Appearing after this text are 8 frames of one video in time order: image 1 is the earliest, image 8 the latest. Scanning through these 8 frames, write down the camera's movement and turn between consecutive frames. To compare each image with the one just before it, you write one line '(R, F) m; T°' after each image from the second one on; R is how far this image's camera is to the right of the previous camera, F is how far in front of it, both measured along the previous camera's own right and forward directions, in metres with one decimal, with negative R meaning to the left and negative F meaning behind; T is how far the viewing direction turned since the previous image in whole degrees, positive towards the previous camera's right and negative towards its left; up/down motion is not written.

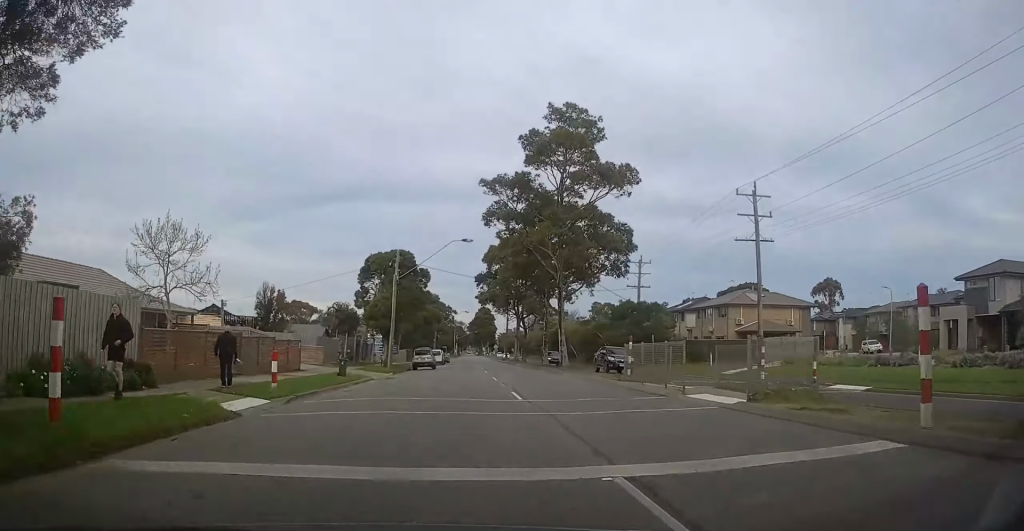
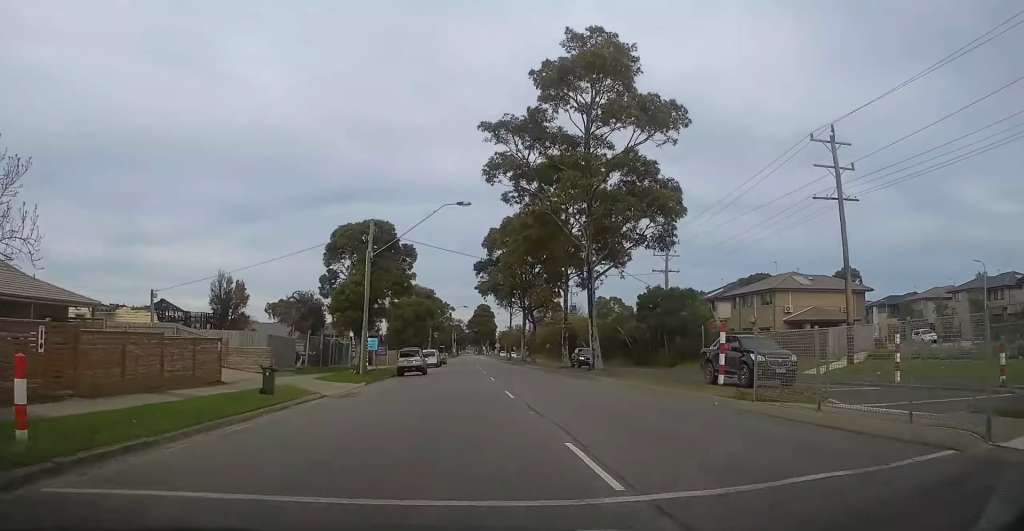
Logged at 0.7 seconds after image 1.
(-0.2, +10.9) m; +1°
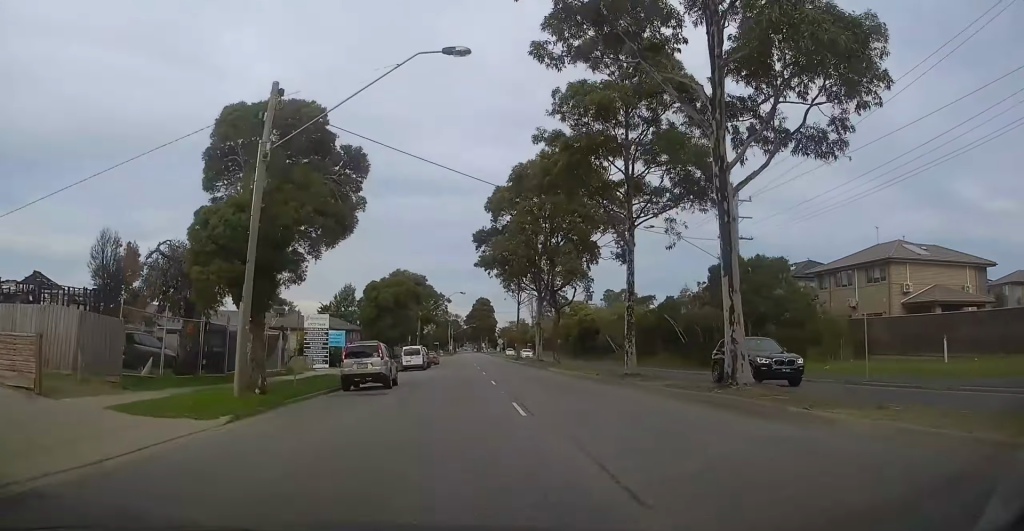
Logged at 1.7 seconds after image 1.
(+0.7, +17.5) m; +1°
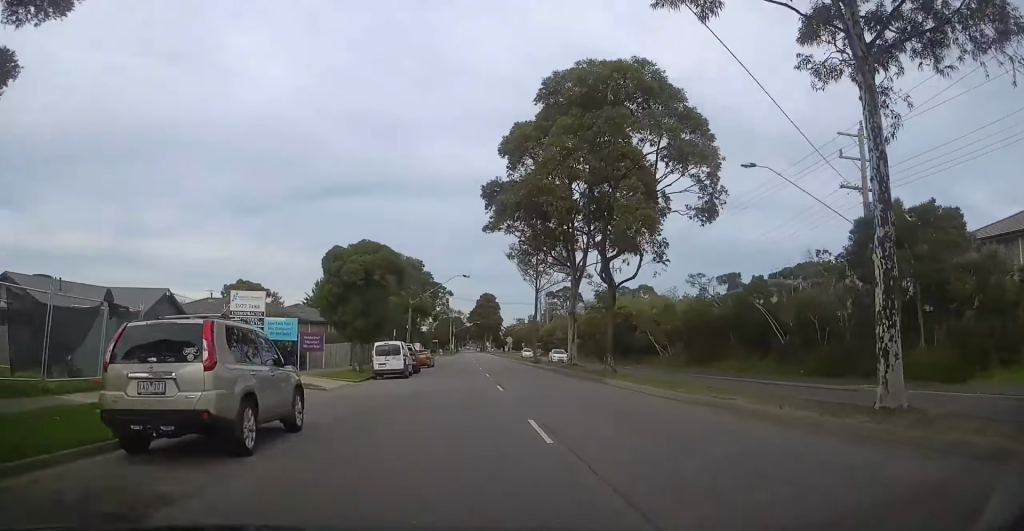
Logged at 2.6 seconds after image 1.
(-0.3, +15.5) m; -3°
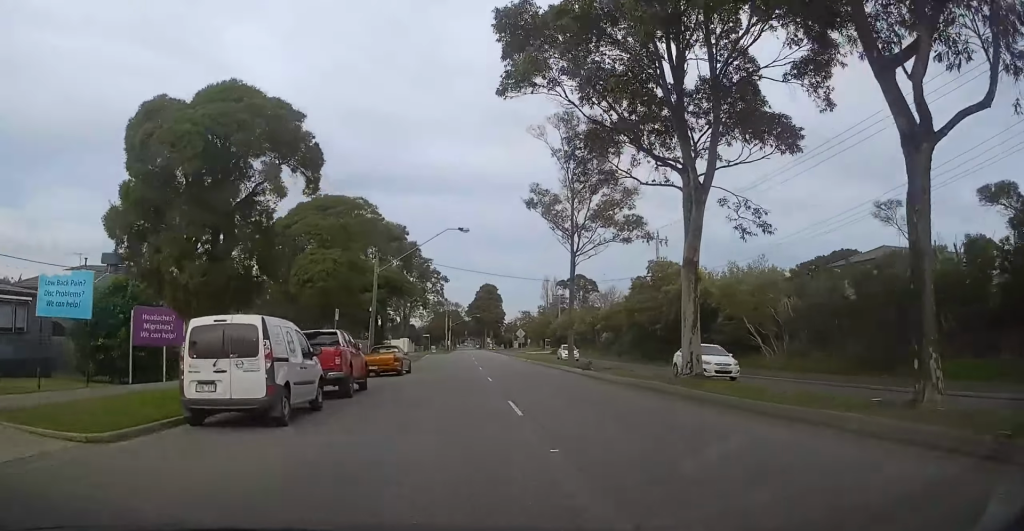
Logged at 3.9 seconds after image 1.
(-0.5, +21.7) m; 0°
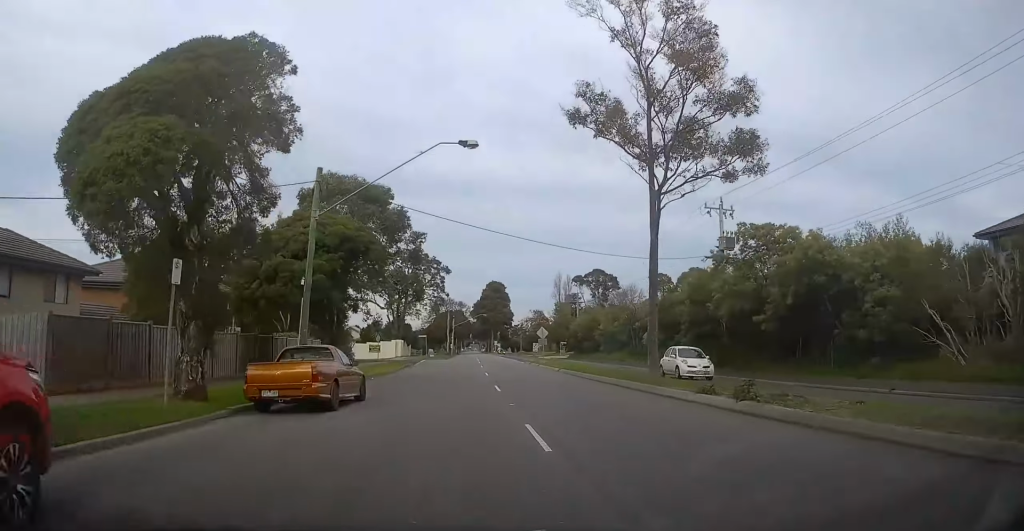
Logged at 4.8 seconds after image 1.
(+0.3, +15.9) m; +2°
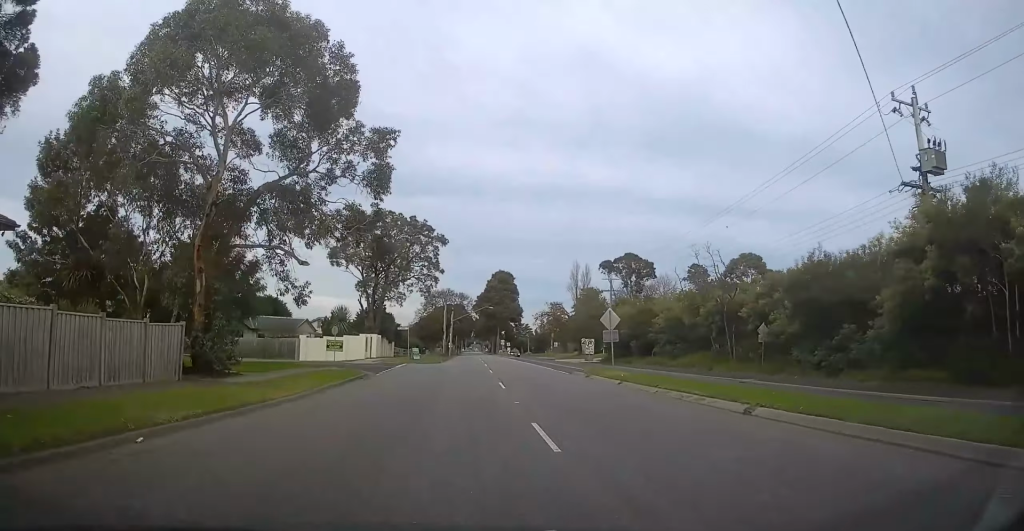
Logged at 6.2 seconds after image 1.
(+0.2, +24.0) m; +1°
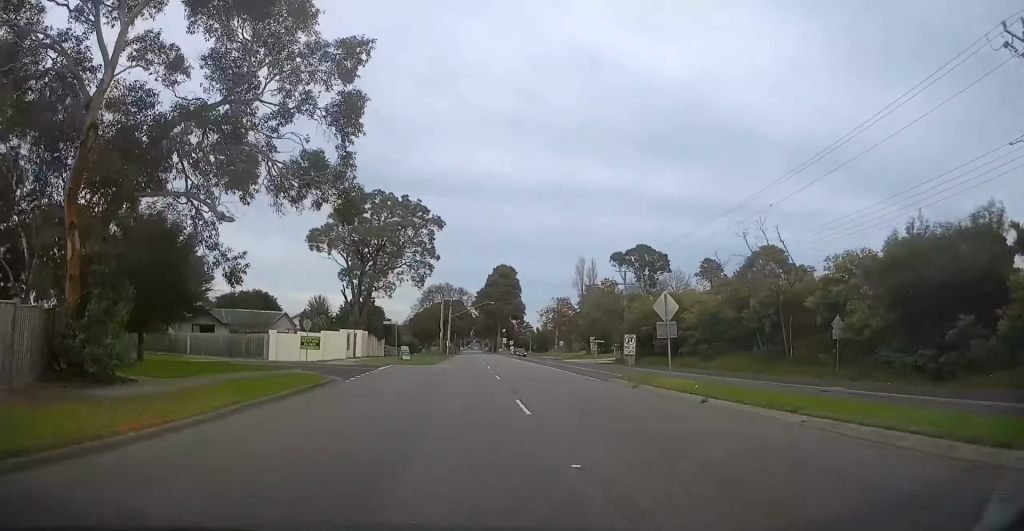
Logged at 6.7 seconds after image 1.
(0.0, +8.5) m; 0°
